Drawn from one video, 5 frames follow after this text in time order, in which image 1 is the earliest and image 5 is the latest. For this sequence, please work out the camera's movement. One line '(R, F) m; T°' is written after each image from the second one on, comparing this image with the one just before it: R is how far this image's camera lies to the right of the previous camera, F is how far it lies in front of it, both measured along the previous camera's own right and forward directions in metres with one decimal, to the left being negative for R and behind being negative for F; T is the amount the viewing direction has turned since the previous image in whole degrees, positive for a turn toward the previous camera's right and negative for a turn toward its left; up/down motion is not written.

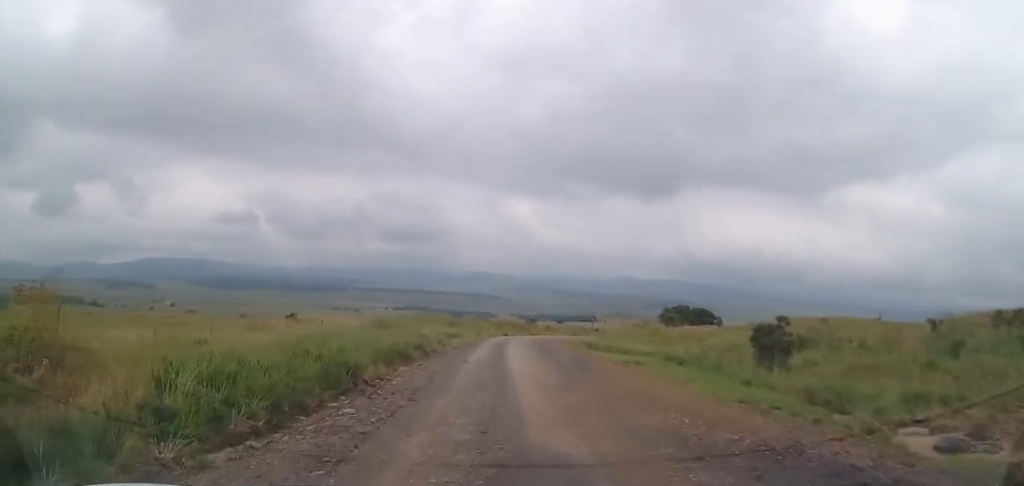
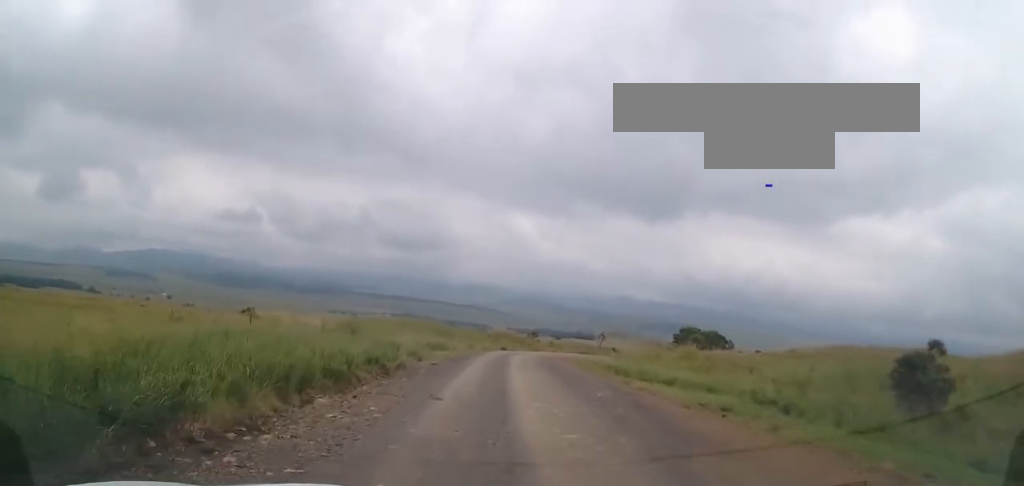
(+0.1, +9.5) m; -2°
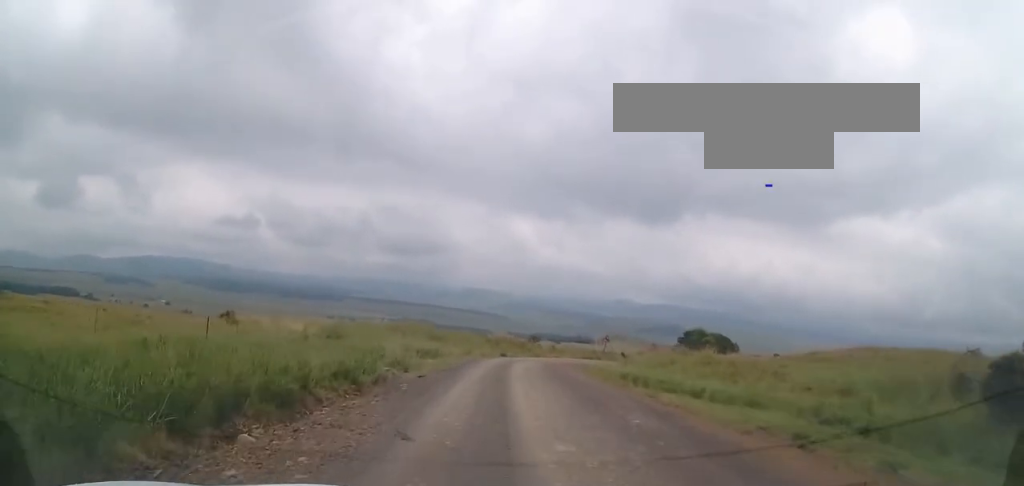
(-0.2, +3.7) m; 0°
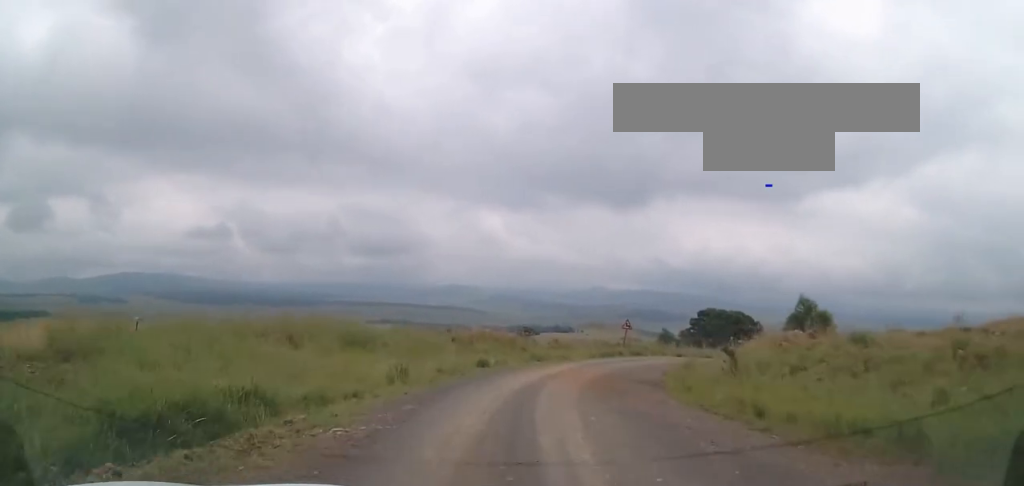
(+1.6, +23.7) m; +8°
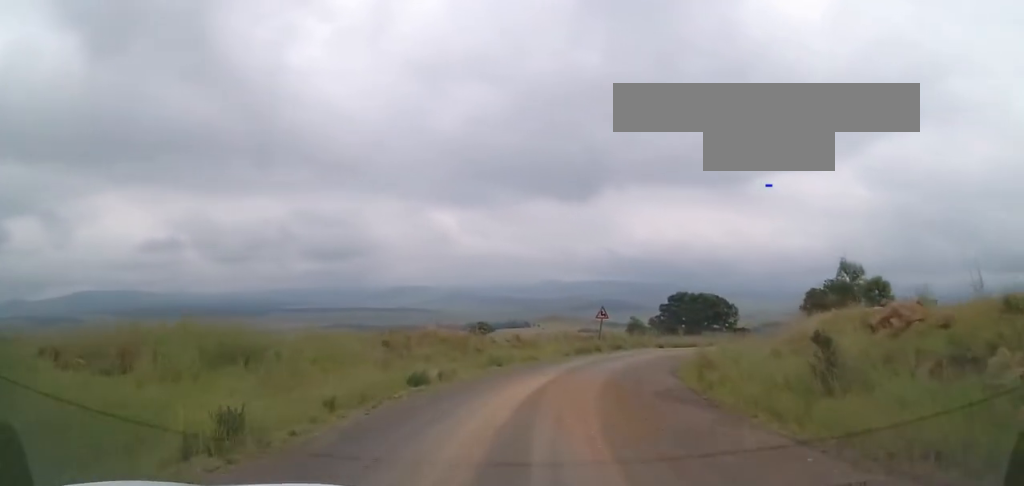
(+0.2, +9.5) m; +4°
